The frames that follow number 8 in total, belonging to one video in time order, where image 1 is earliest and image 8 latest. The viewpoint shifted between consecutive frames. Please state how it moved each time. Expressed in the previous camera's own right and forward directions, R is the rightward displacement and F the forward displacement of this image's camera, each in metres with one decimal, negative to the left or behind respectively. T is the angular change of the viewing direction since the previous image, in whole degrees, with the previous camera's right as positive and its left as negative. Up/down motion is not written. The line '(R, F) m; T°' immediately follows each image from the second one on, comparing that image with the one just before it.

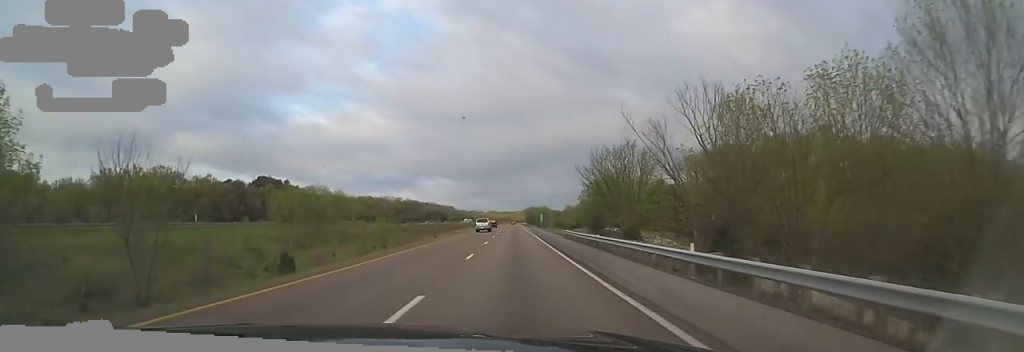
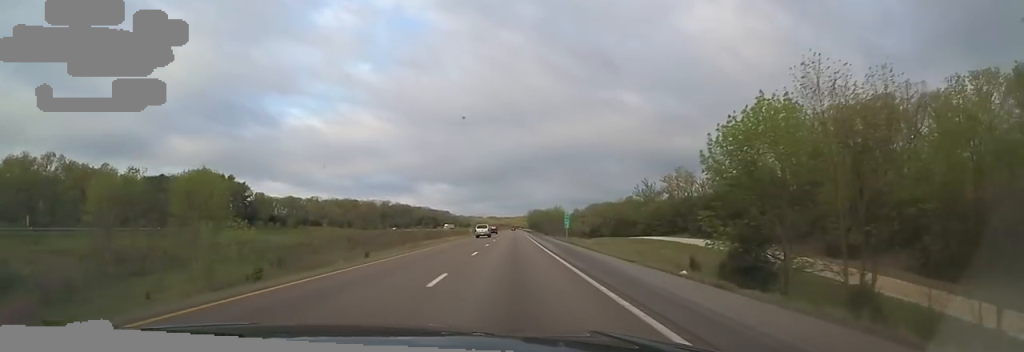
(+0.3, +43.7) m; 0°
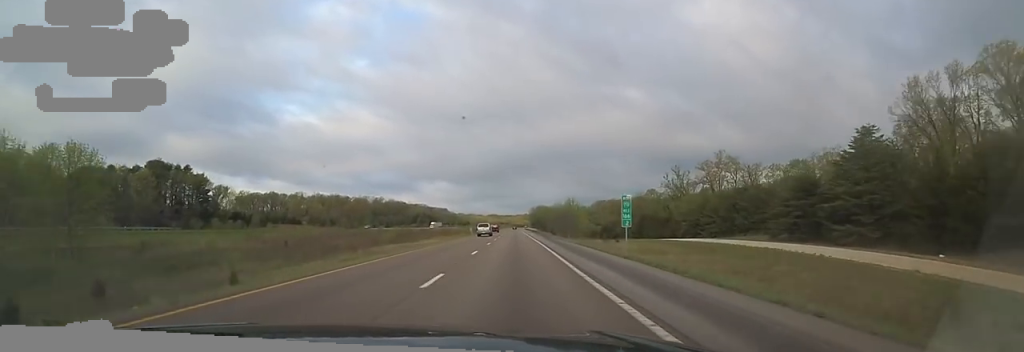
(-0.8, +25.5) m; +1°
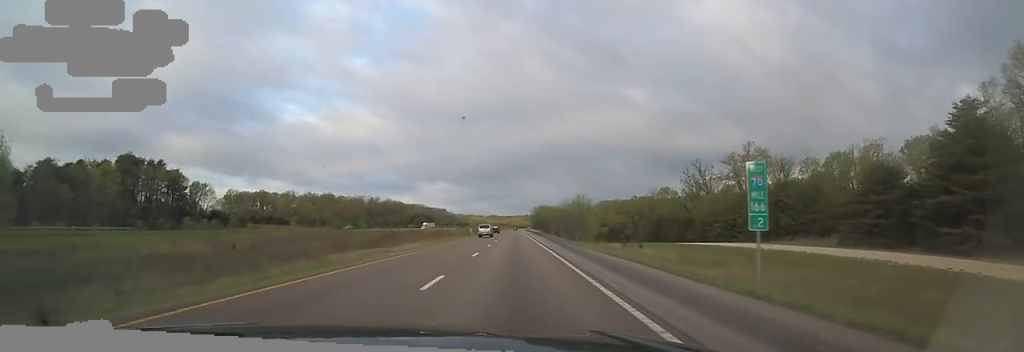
(+0.6, +12.6) m; 0°
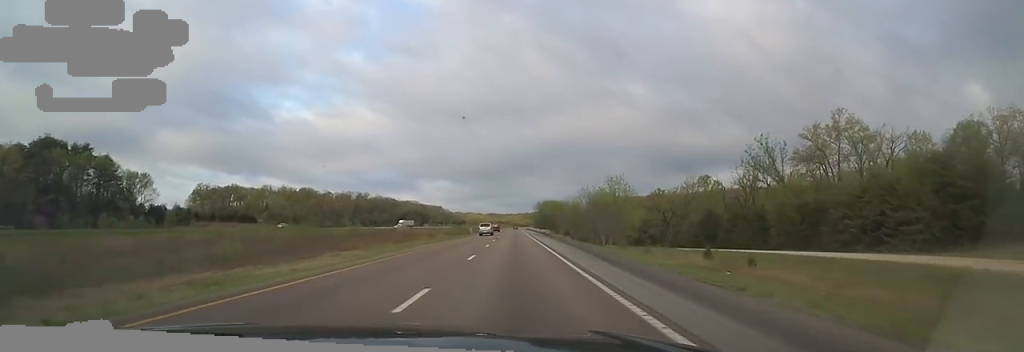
(+0.7, +27.2) m; 0°
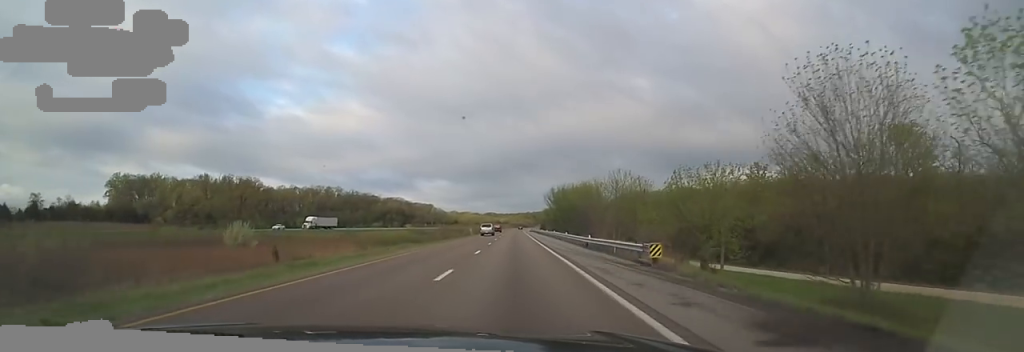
(-0.2, +55.5) m; -2°
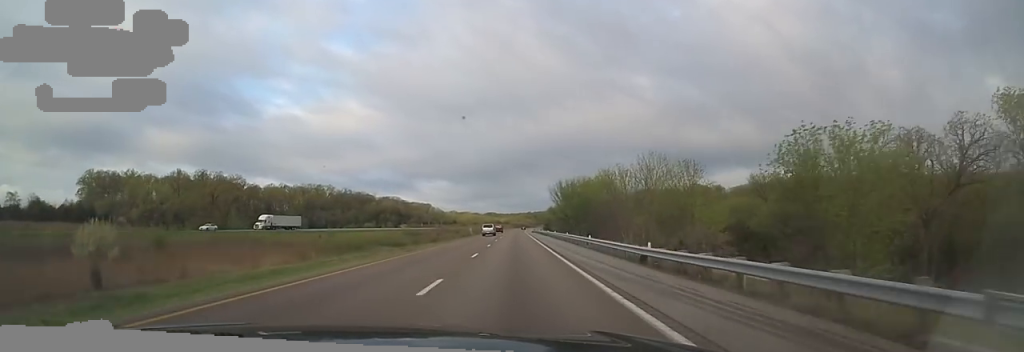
(-1.1, +15.5) m; 0°
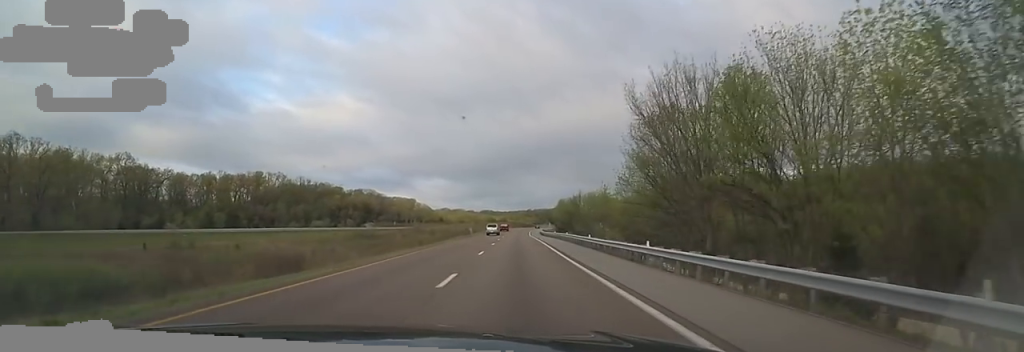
(+1.1, +59.9) m; +2°
